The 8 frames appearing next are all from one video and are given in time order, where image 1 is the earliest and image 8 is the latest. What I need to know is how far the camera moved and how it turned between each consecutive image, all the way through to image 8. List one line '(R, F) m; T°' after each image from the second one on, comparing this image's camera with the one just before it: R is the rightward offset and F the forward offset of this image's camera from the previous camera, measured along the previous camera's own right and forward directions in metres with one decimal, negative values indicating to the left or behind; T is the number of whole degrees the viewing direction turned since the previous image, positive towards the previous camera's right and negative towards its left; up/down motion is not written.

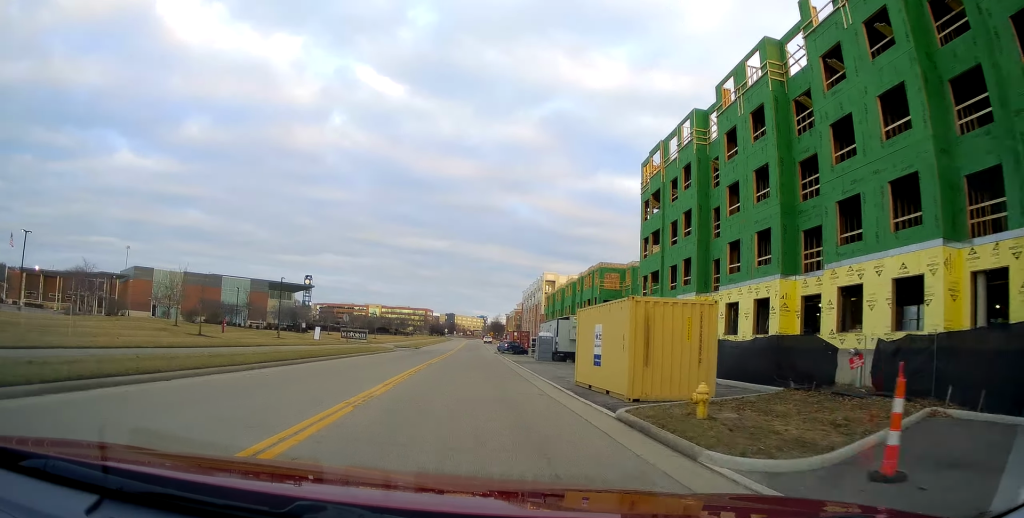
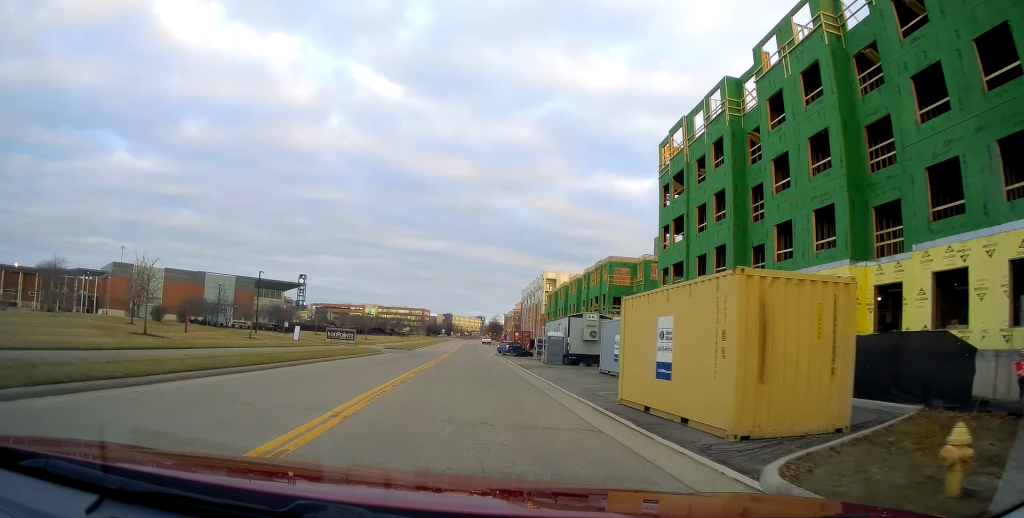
(+0.2, +6.2) m; +1°
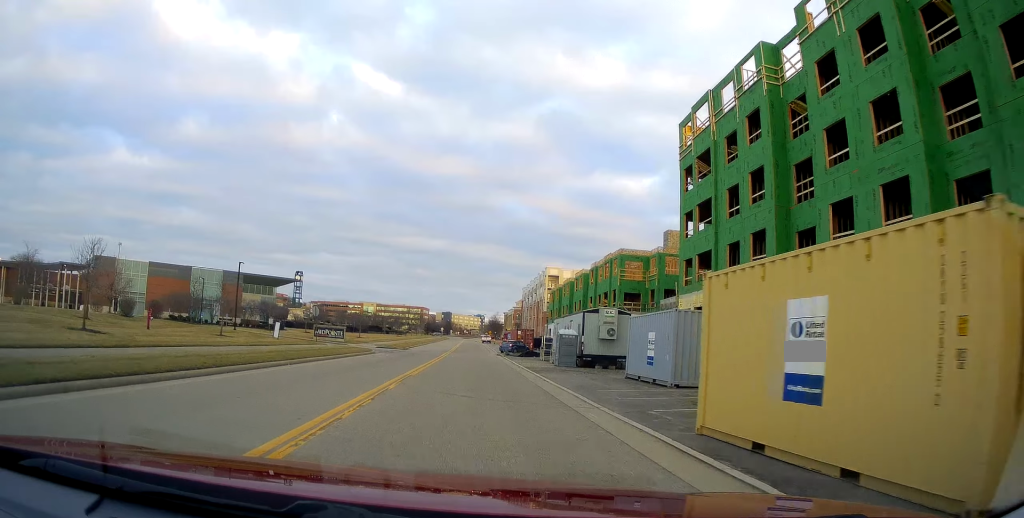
(+0.1, +5.3) m; +1°
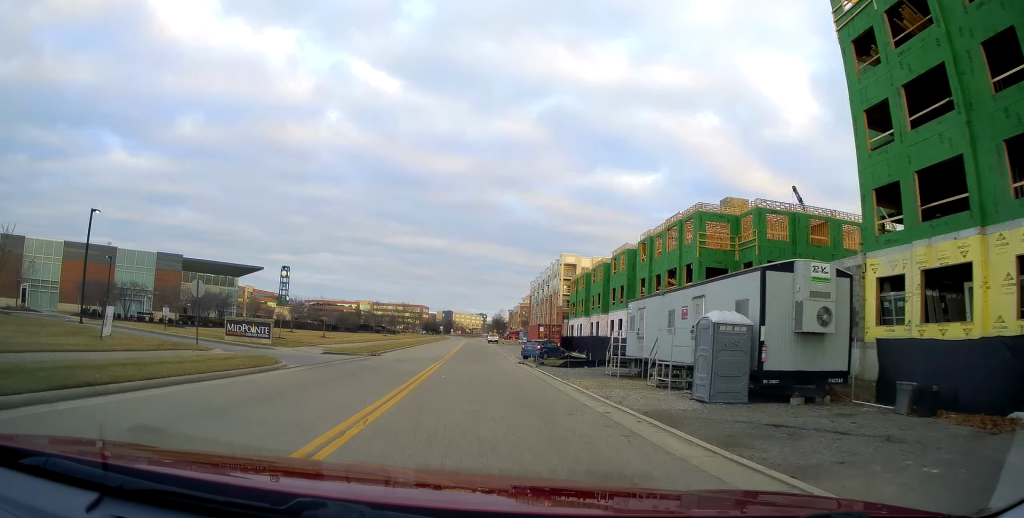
(-0.4, +22.6) m; -2°
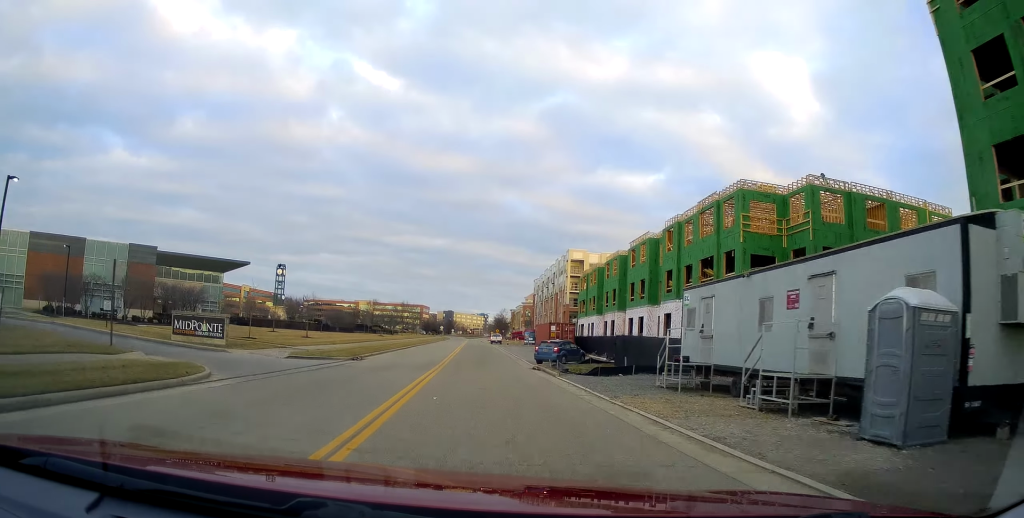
(-0.2, +7.1) m; 0°
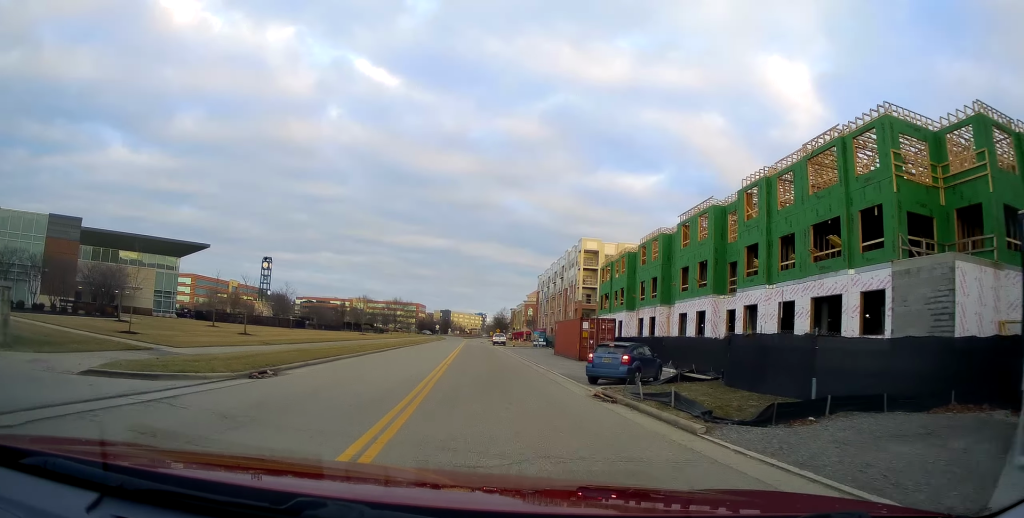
(+0.5, +15.1) m; +3°
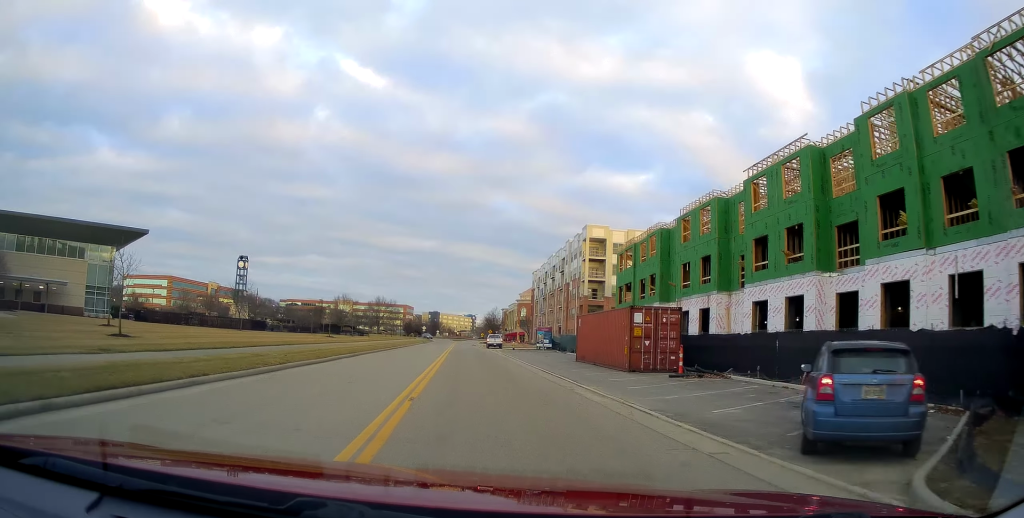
(+0.3, +13.9) m; +2°
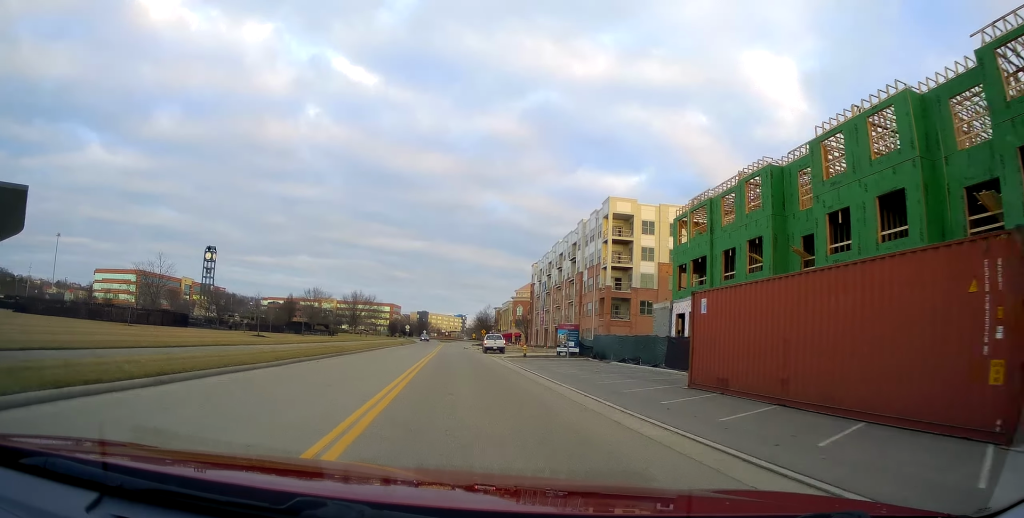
(-0.2, +20.1) m; 0°
